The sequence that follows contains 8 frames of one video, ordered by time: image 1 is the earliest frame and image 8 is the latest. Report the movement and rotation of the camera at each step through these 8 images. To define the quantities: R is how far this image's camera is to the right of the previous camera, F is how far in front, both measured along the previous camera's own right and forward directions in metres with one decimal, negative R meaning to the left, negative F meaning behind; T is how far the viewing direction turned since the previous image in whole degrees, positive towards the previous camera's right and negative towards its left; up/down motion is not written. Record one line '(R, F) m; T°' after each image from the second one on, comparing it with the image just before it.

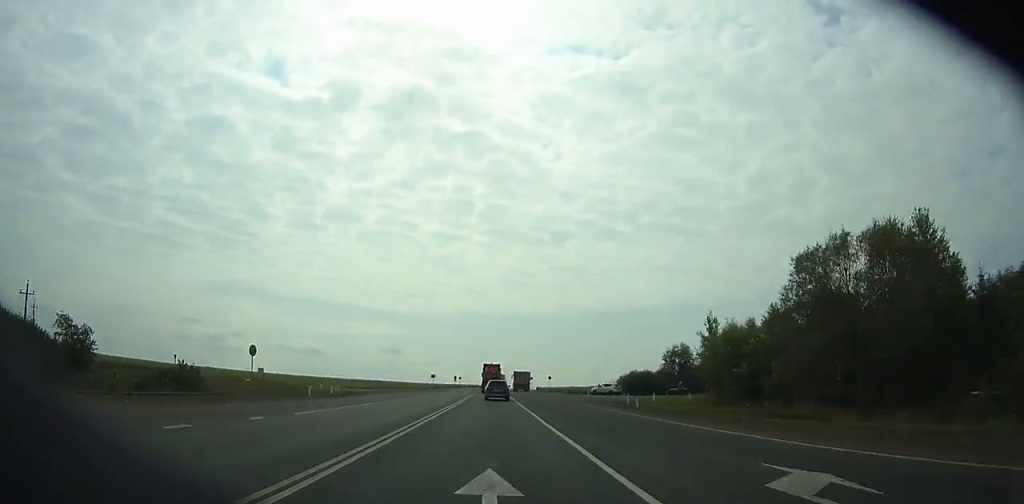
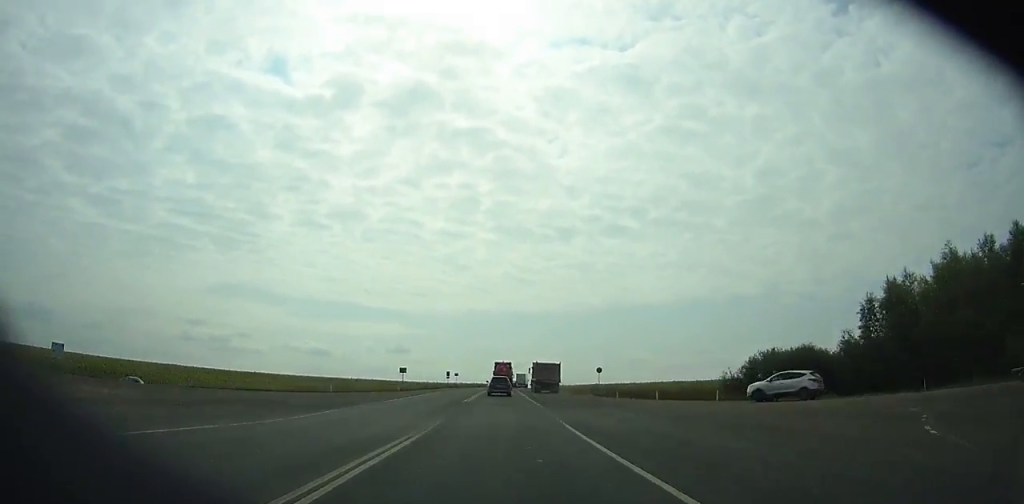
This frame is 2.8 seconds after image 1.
(-0.1, +50.6) m; 0°
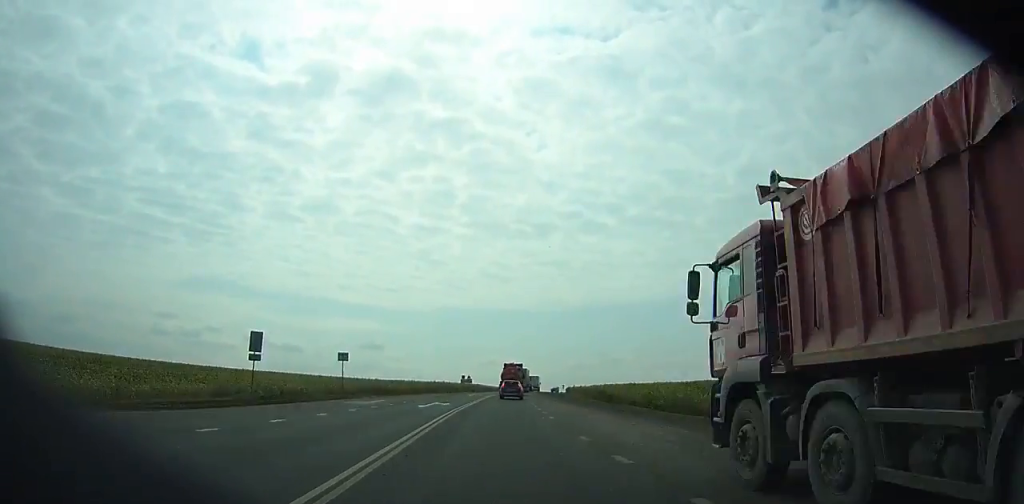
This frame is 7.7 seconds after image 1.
(+0.2, +92.3) m; +2°
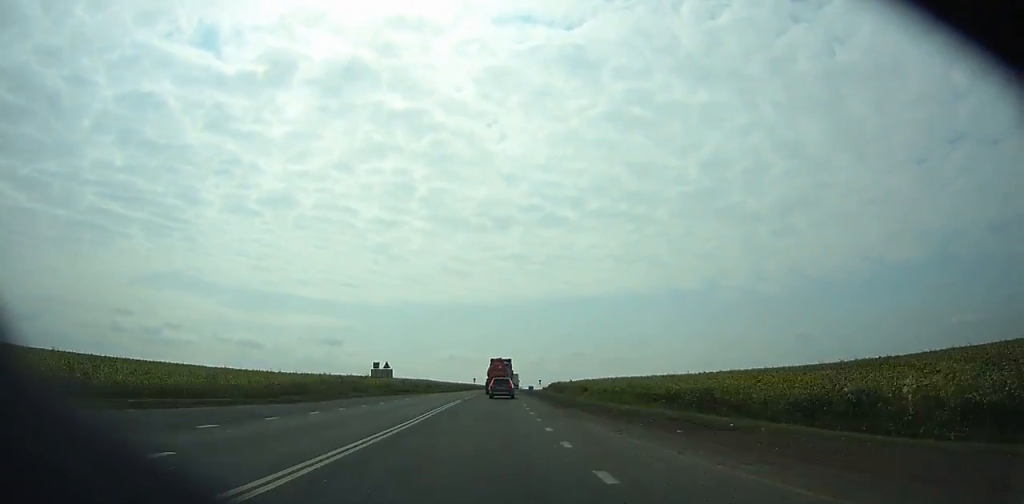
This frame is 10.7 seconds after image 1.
(+1.4, +57.5) m; +3°
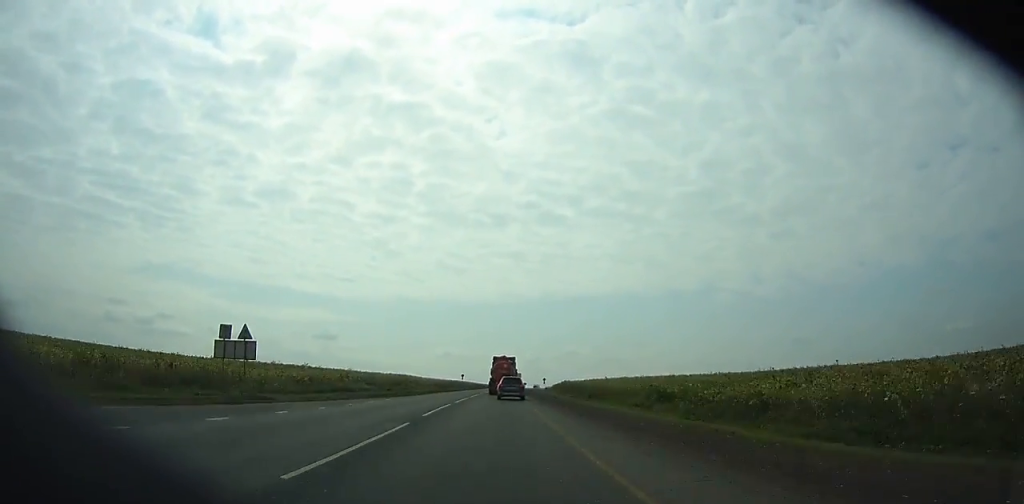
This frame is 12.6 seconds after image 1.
(+0.9, +36.1) m; +2°
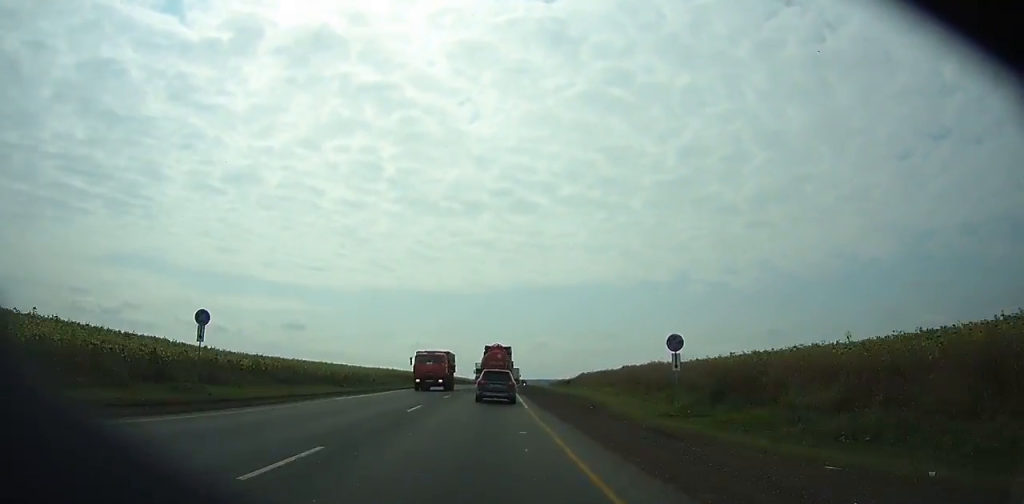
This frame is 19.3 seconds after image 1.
(+4.1, +121.2) m; +3°
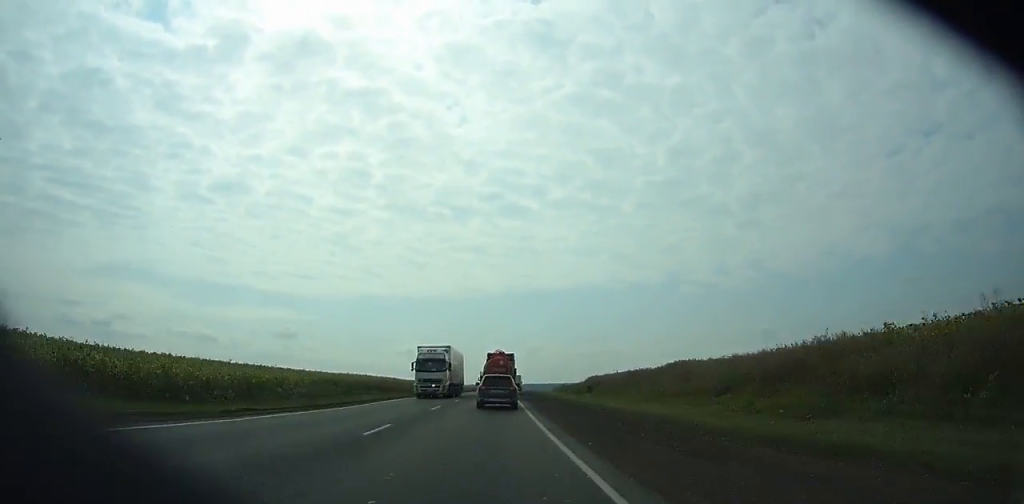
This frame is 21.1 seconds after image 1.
(0.0, +30.4) m; 0°
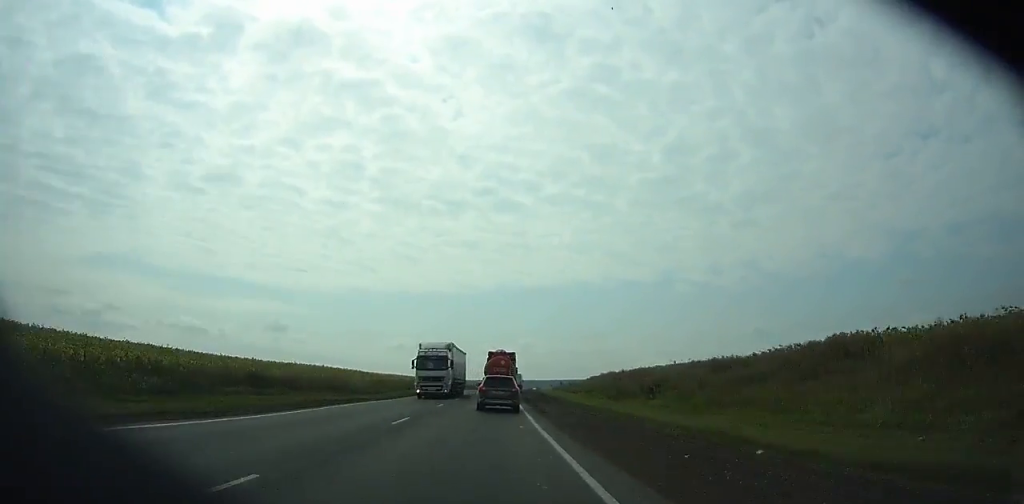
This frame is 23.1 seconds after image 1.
(+0.1, +33.5) m; +1°
